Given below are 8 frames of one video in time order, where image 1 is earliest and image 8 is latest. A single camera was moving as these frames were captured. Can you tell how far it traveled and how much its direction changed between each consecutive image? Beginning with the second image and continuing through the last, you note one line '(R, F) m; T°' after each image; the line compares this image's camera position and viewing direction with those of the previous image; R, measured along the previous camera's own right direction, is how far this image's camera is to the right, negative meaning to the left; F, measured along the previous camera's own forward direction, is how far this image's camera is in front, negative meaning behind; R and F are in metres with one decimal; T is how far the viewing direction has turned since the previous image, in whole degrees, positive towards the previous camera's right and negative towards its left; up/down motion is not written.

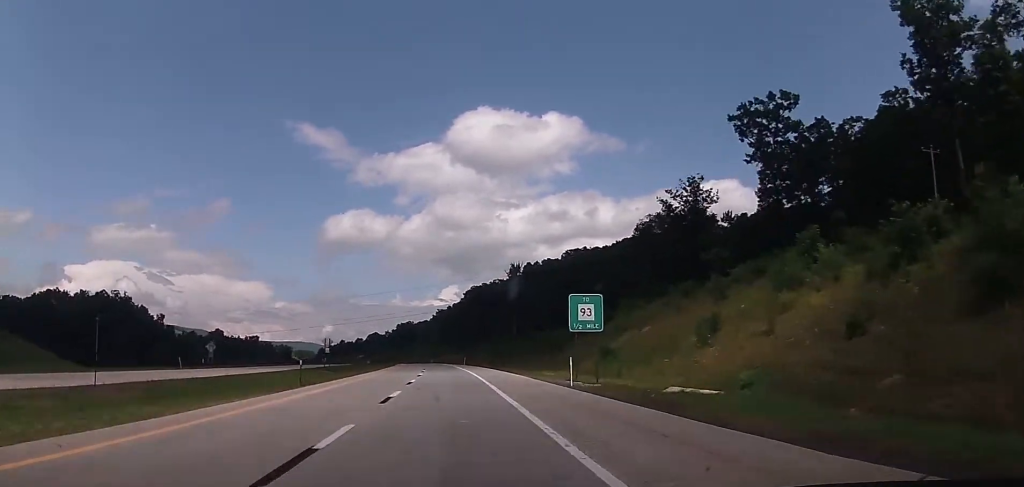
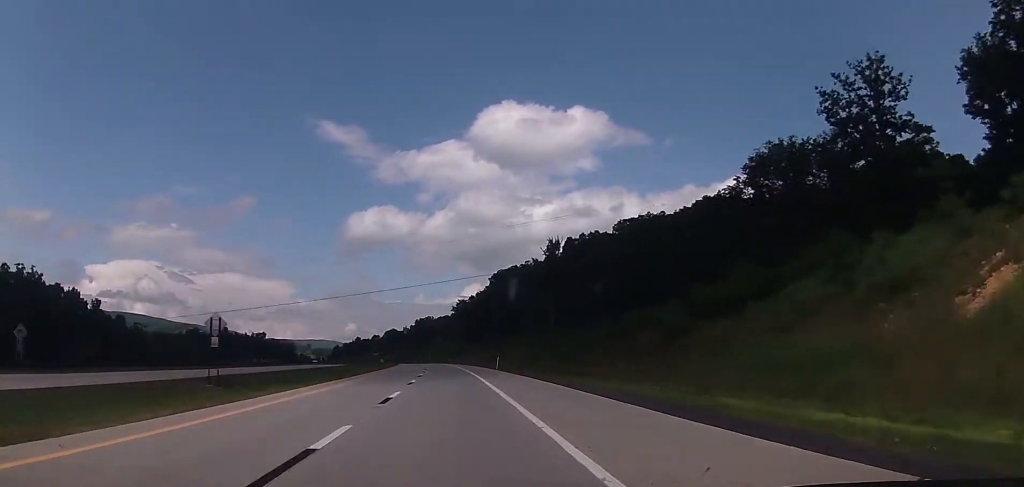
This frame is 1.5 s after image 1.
(-0.6, +49.7) m; -2°
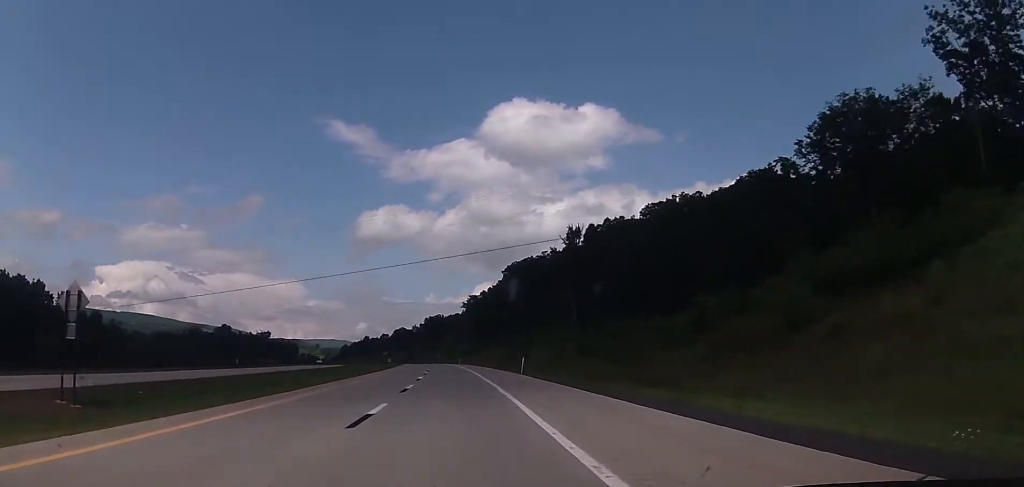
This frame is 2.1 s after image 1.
(-0.1, +18.8) m; -1°
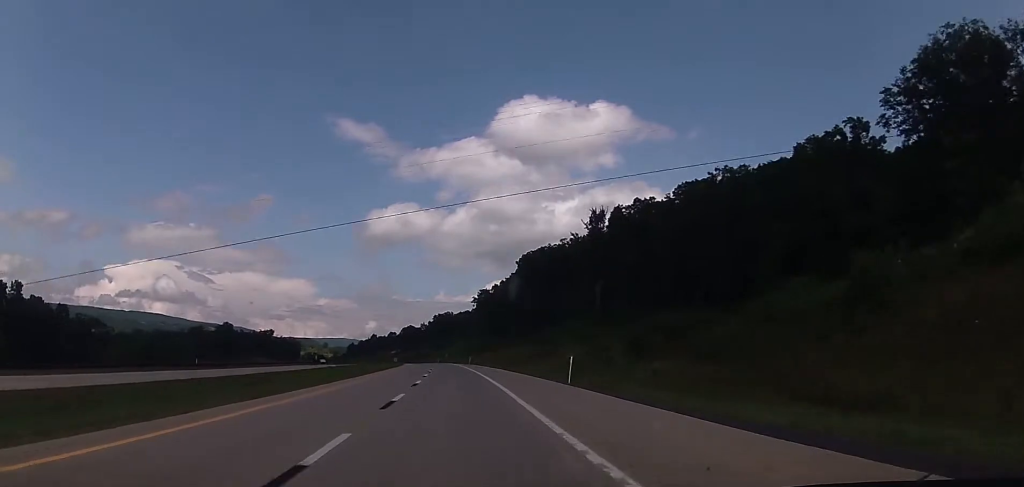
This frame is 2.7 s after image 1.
(-0.2, +19.9) m; -1°
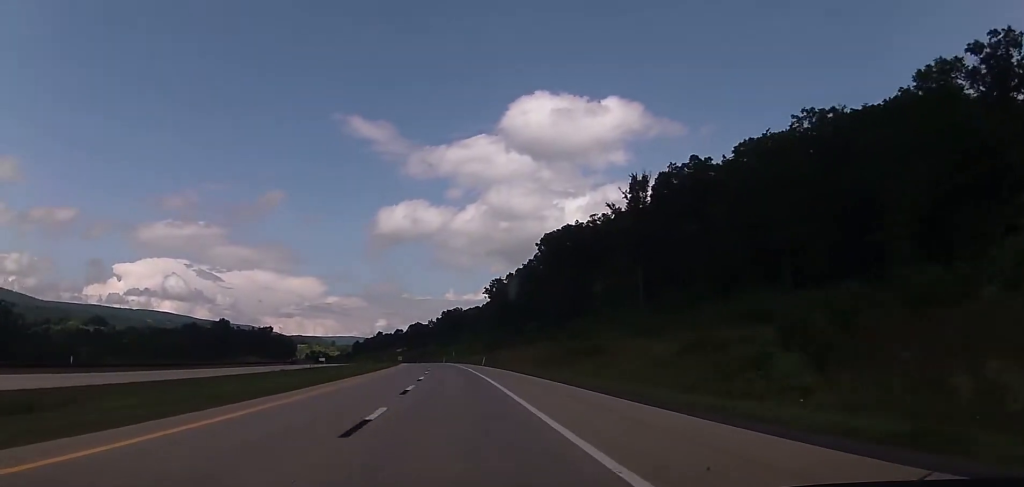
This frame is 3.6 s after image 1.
(-0.3, +31.0) m; -1°
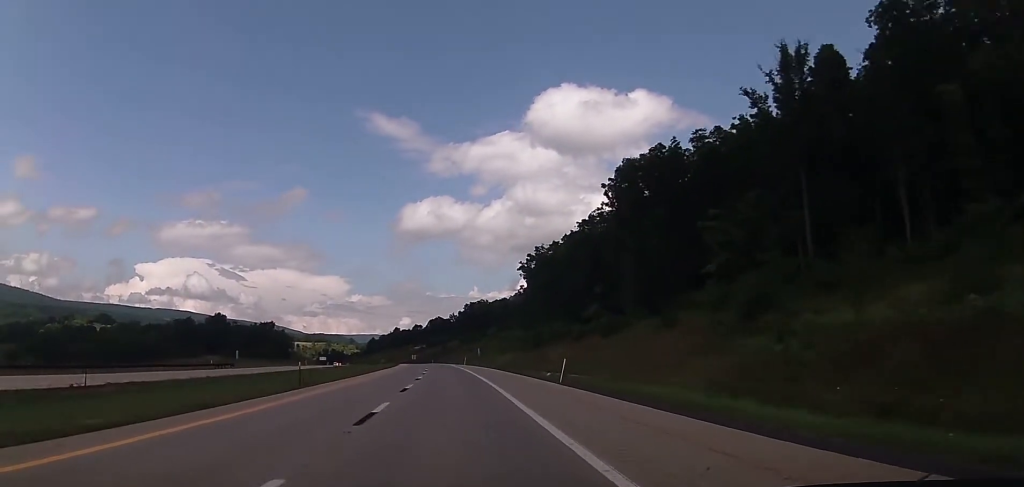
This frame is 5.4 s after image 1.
(-1.4, +59.8) m; -3°
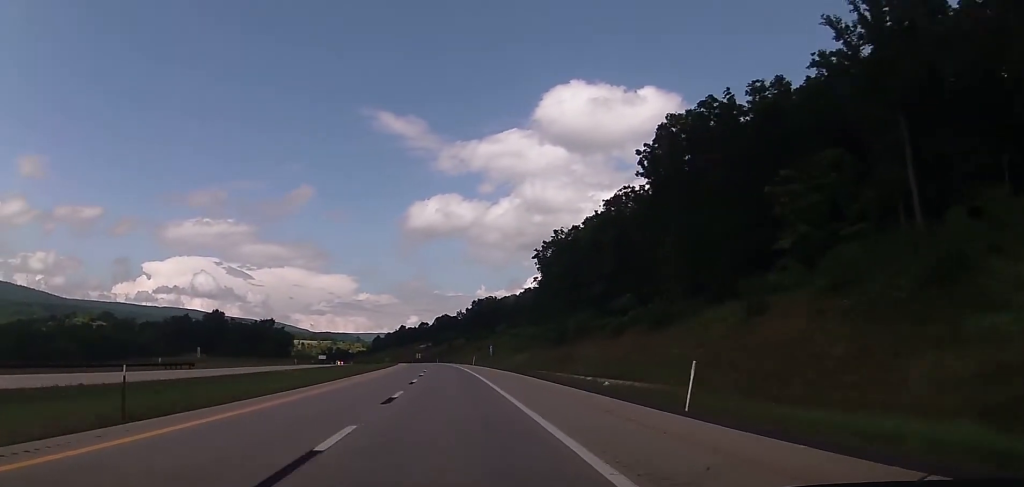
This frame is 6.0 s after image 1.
(+0.1, +18.8) m; 0°
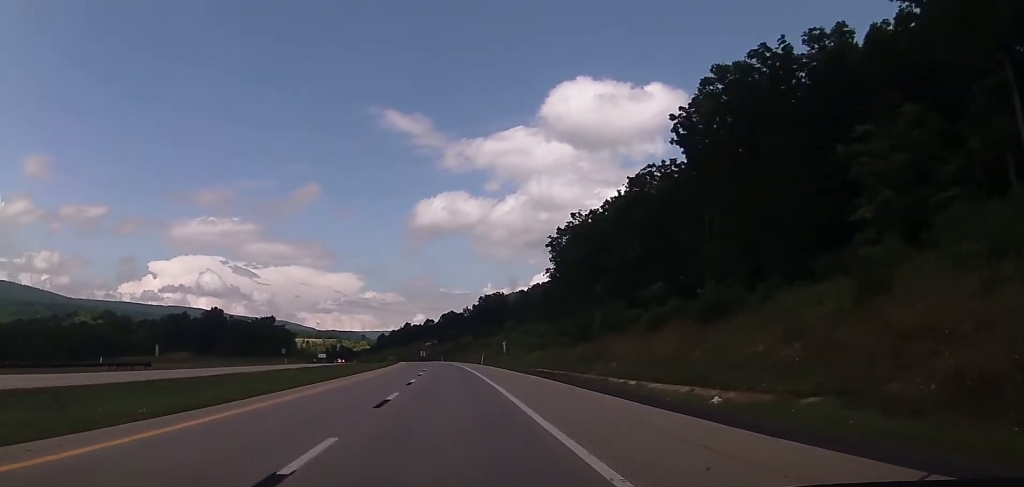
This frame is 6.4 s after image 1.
(0.0, +14.4) m; 0°
